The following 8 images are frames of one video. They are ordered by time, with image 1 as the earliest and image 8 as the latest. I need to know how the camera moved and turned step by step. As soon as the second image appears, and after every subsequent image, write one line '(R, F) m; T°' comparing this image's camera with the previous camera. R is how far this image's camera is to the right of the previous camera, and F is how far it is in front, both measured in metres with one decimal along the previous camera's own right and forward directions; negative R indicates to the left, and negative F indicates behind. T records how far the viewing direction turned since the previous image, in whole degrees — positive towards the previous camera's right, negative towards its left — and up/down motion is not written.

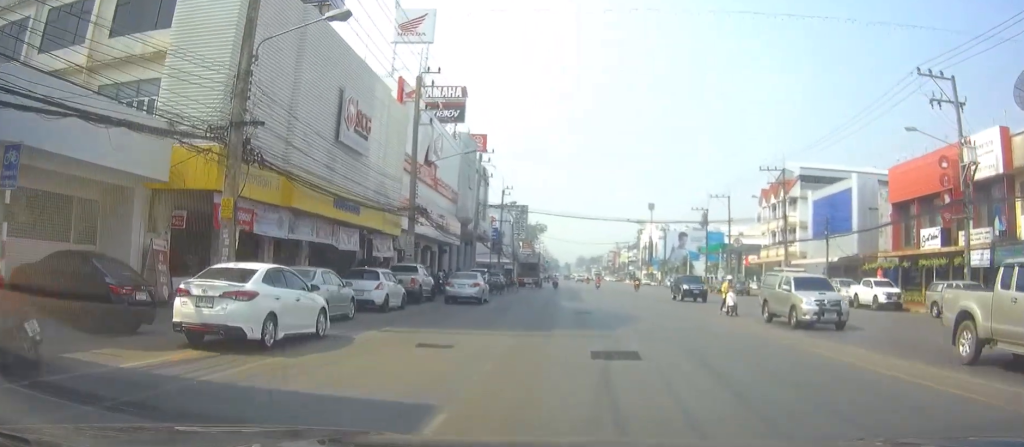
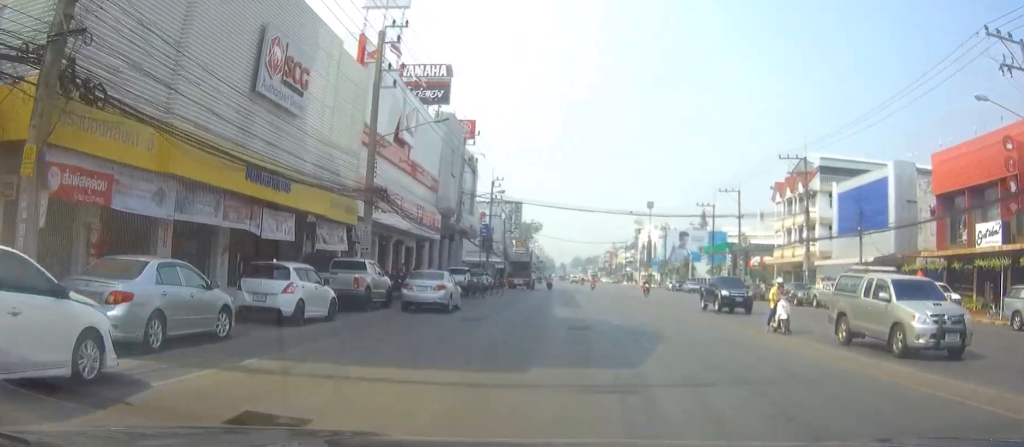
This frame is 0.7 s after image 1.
(0.0, +7.6) m; 0°
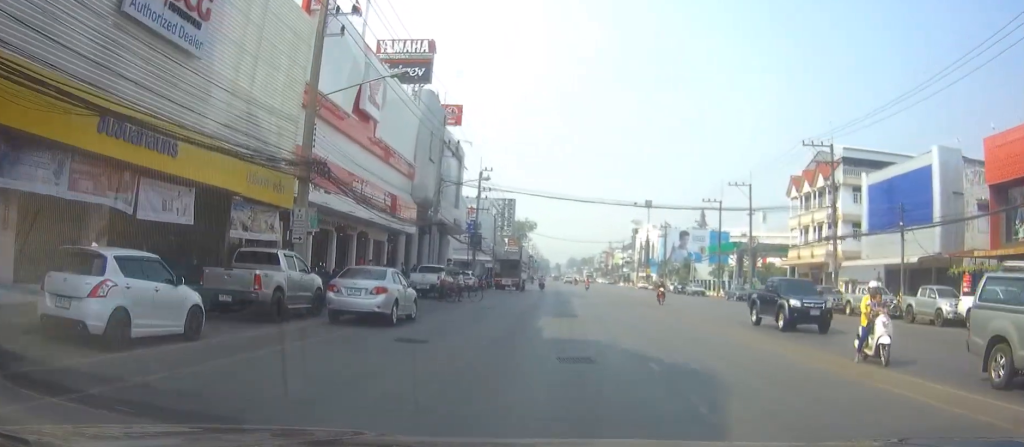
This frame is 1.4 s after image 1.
(-0.2, +7.3) m; 0°
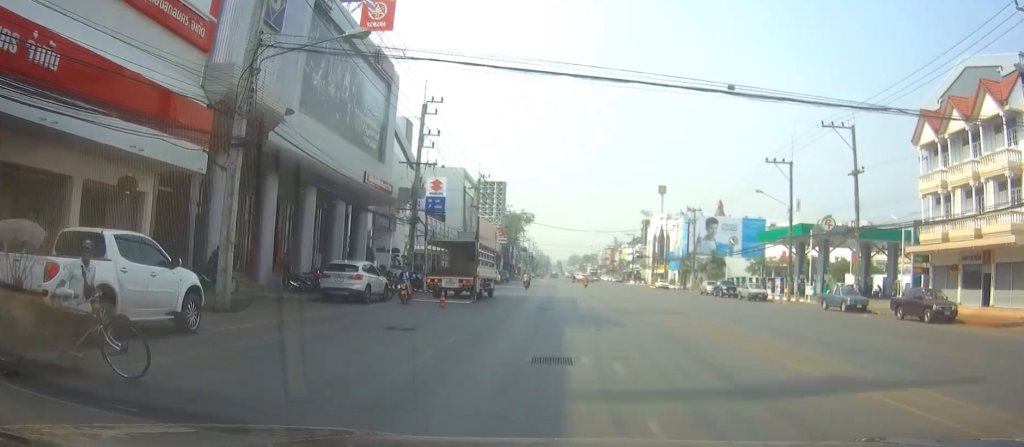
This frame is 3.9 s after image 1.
(+0.5, +28.2) m; 0°
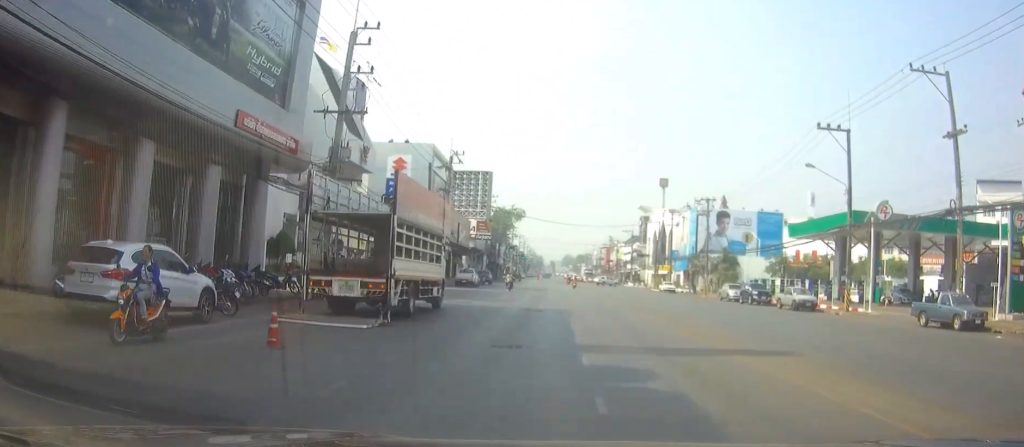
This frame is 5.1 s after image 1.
(-0.1, +14.1) m; 0°
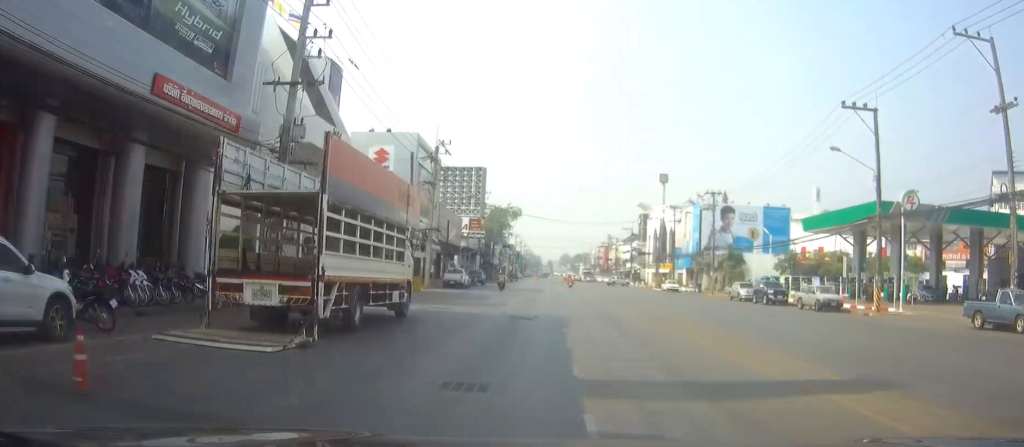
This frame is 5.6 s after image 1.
(0.0, +5.0) m; 0°
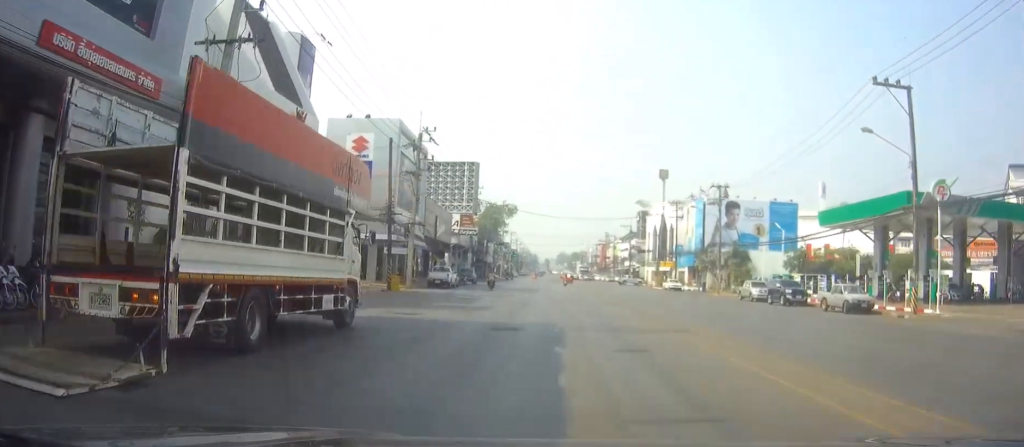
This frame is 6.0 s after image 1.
(+0.1, +5.1) m; 0°
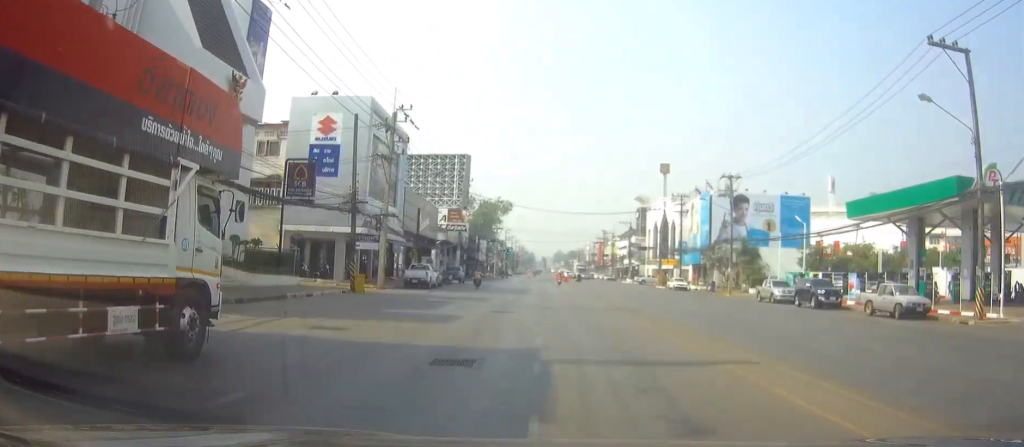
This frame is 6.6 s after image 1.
(+0.1, +7.0) m; 0°
